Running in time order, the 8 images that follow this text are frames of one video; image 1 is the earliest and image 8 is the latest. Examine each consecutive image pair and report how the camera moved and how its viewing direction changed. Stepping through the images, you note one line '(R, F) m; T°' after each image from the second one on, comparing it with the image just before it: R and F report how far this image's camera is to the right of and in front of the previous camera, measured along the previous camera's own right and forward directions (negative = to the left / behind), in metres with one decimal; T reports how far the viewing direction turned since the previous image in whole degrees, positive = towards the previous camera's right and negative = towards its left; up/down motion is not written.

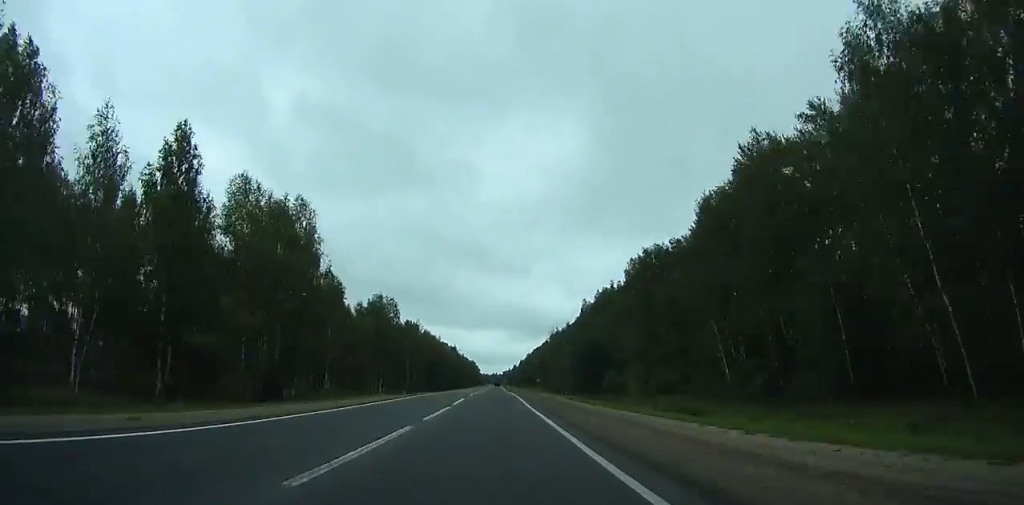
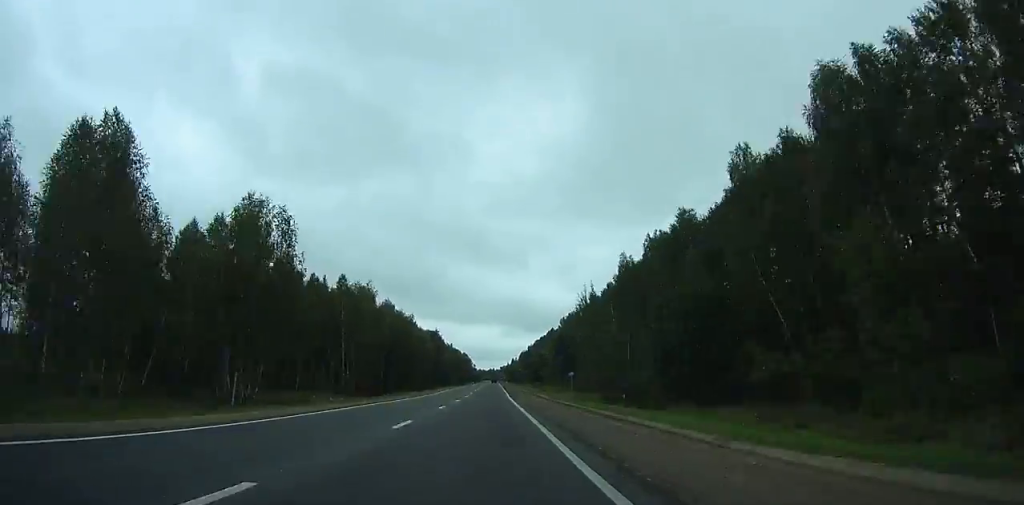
(+0.1, +58.4) m; 0°
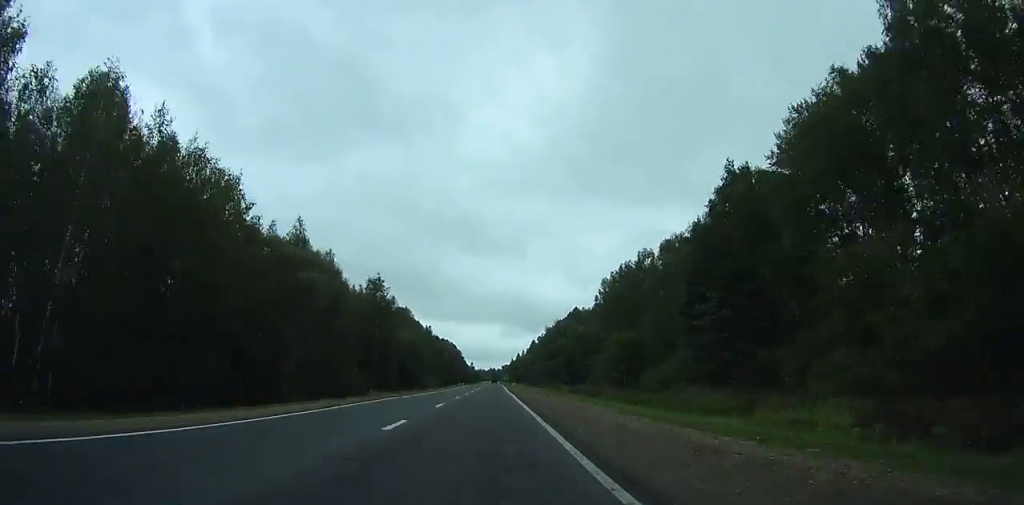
(-0.1, +84.9) m; 0°
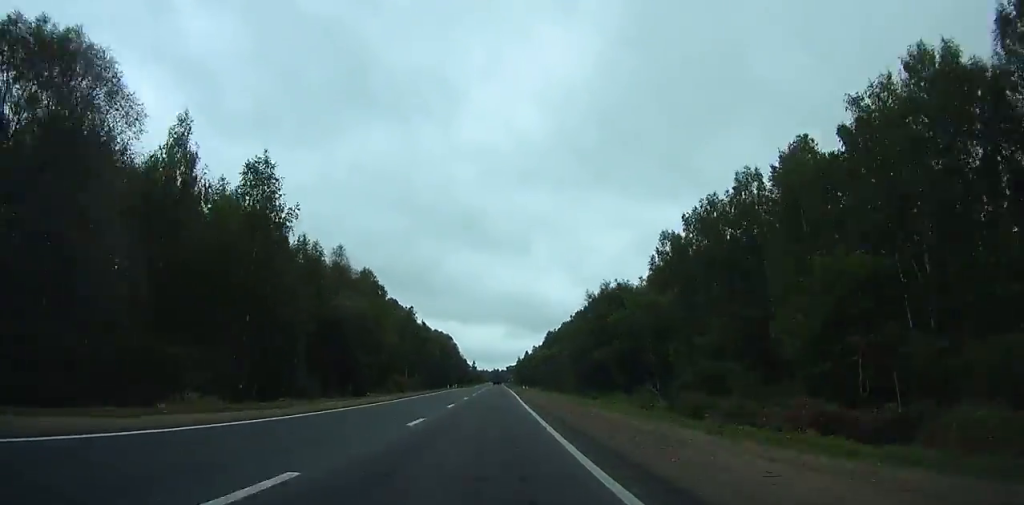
(+0.1, +45.6) m; 0°
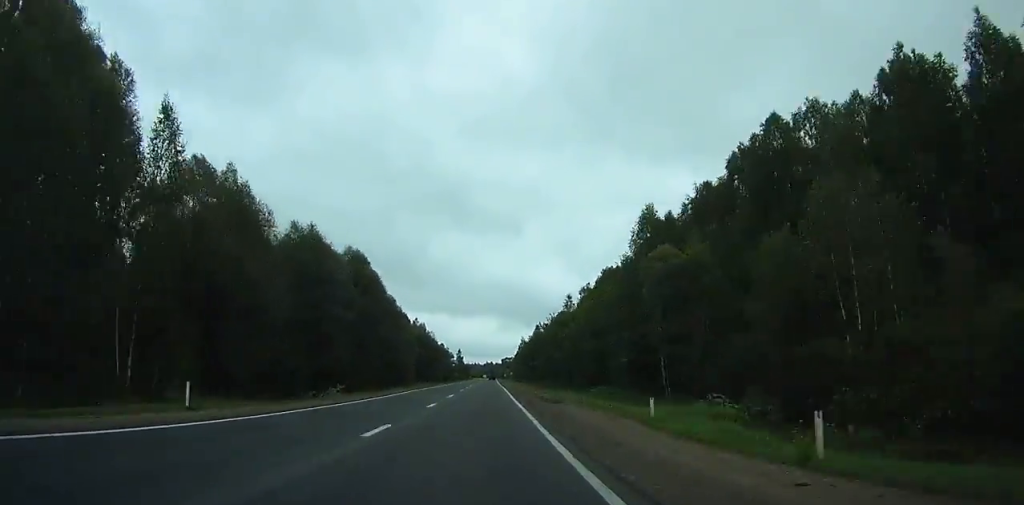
(-0.6, +113.3) m; -1°
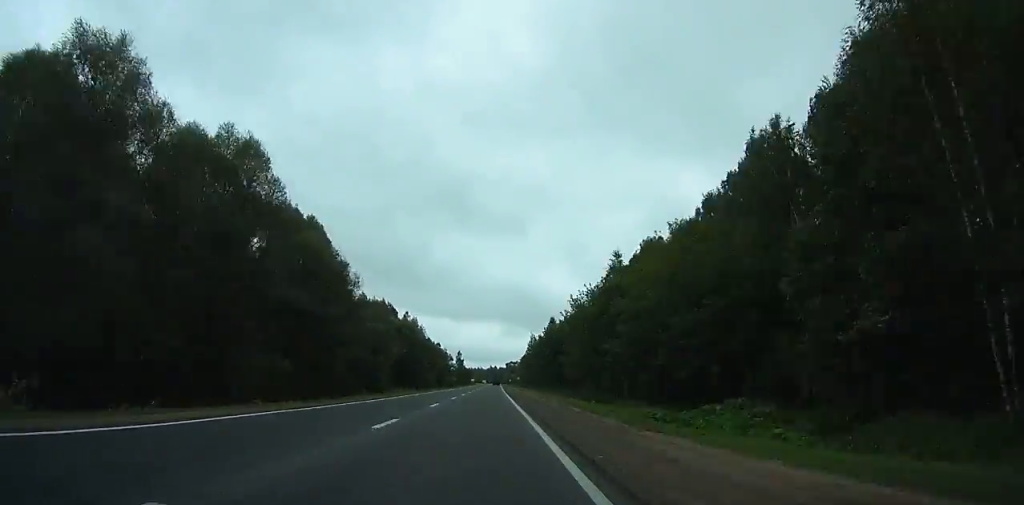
(-0.2, +33.7) m; 0°
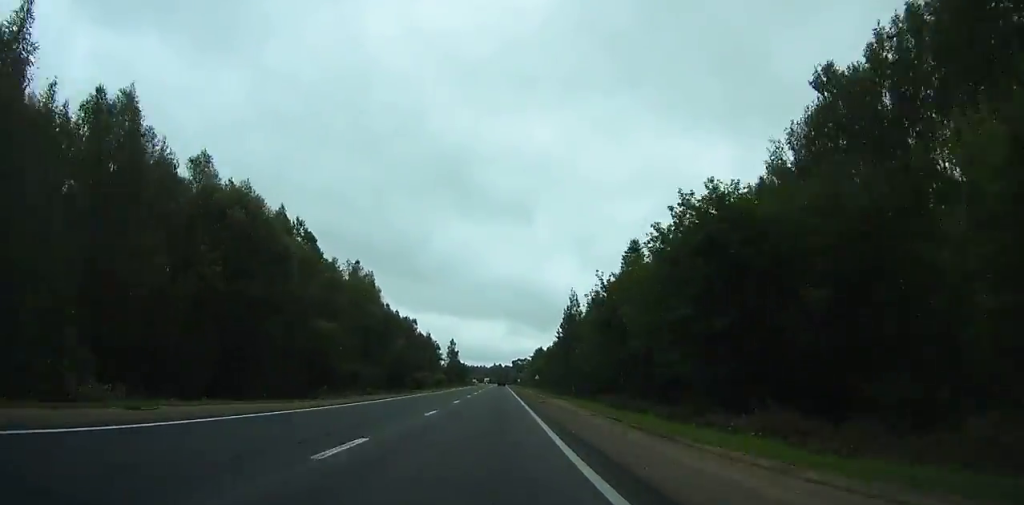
(-0.1, +77.7) m; 0°
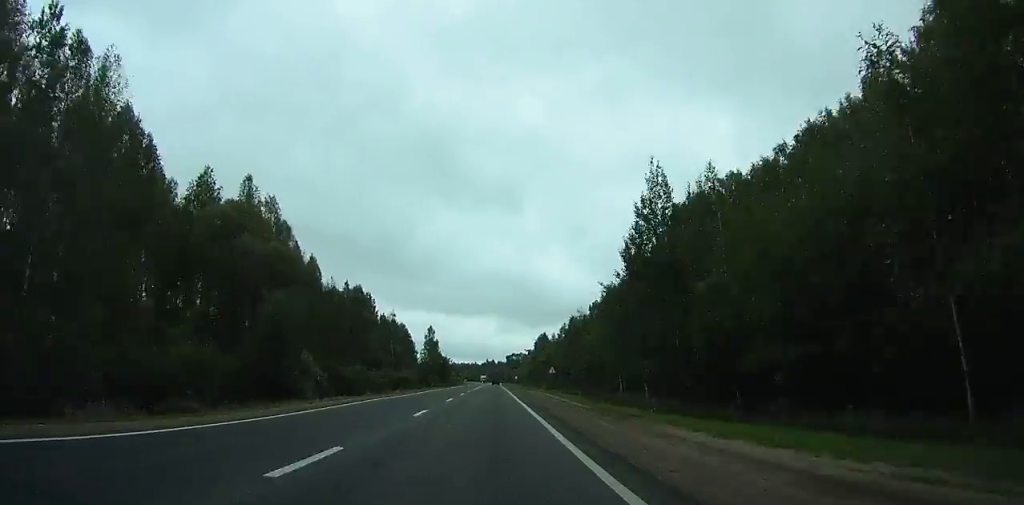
(0.0, +48.8) m; 0°
